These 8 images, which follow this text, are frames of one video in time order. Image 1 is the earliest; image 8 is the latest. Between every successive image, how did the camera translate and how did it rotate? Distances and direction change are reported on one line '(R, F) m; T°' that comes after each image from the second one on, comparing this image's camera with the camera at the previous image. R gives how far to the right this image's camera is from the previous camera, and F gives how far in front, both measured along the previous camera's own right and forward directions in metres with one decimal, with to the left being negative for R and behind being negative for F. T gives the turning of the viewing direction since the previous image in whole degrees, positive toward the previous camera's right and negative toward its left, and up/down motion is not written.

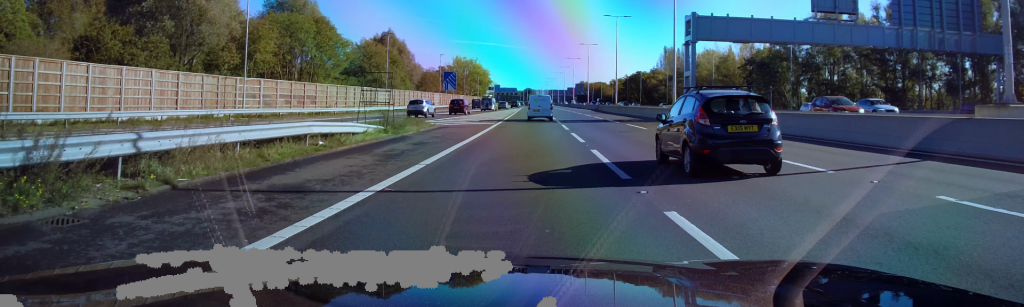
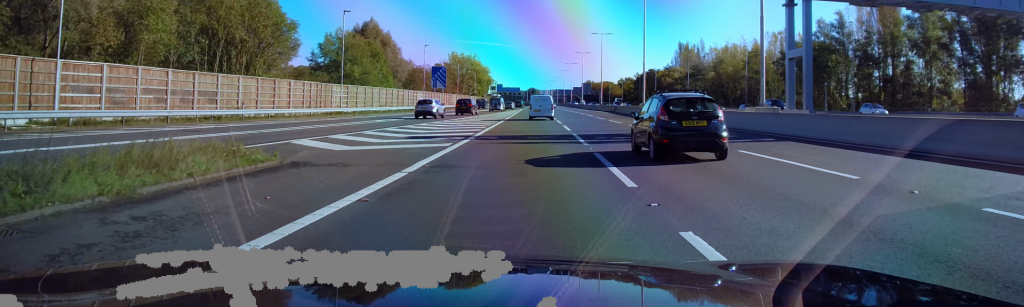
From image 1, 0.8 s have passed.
(-0.3, +20.2) m; 0°
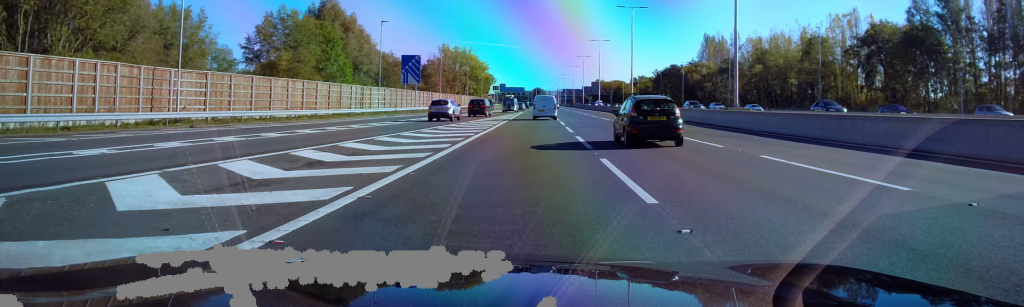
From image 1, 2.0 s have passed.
(+0.1, +31.4) m; +1°
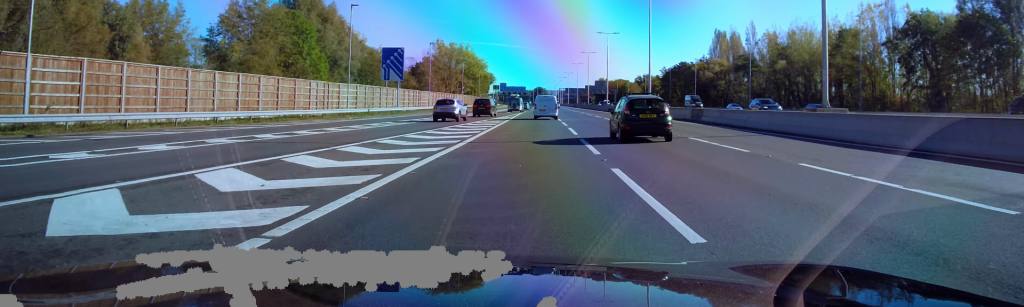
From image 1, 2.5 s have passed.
(+0.1, +12.1) m; 0°
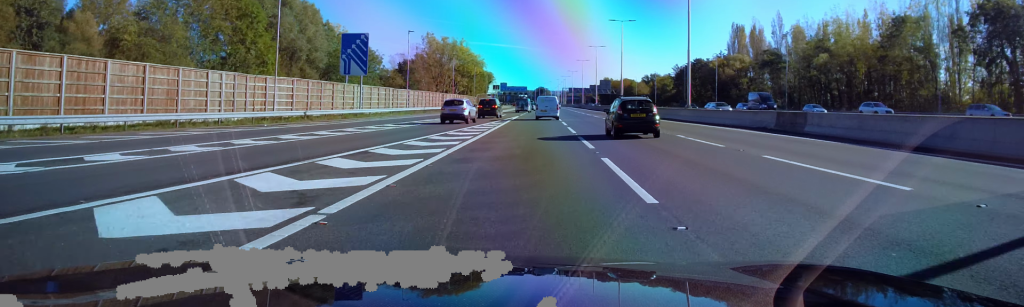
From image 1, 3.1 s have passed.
(+0.1, +16.9) m; -1°
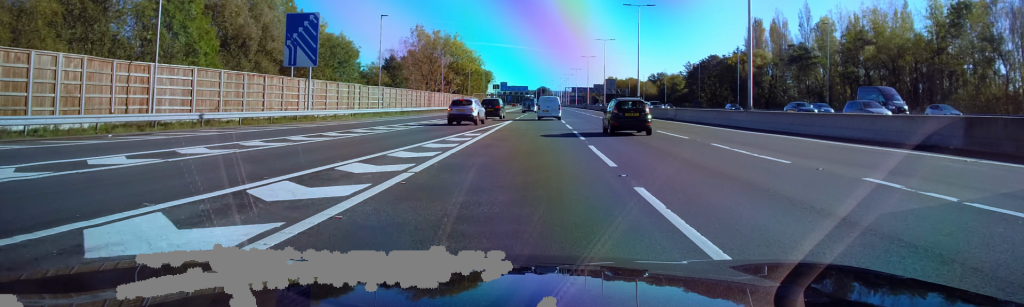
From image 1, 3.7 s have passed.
(-0.2, +15.0) m; 0°
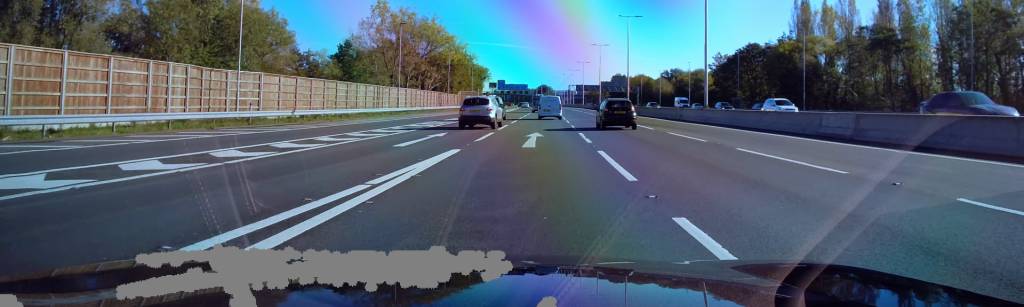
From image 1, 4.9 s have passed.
(+0.1, +31.7) m; 0°
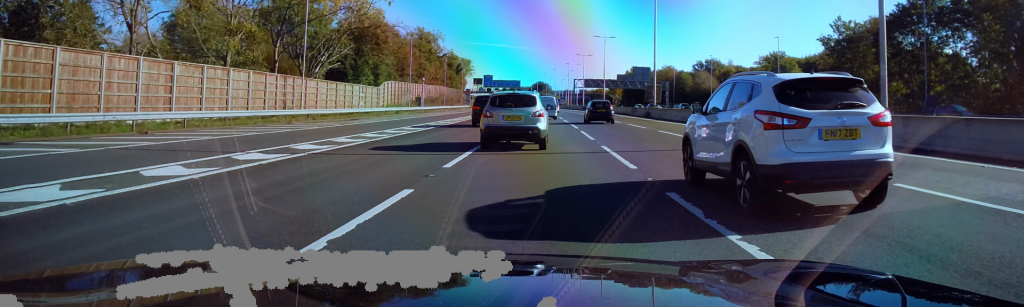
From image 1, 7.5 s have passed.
(0.0, +67.1) m; 0°
